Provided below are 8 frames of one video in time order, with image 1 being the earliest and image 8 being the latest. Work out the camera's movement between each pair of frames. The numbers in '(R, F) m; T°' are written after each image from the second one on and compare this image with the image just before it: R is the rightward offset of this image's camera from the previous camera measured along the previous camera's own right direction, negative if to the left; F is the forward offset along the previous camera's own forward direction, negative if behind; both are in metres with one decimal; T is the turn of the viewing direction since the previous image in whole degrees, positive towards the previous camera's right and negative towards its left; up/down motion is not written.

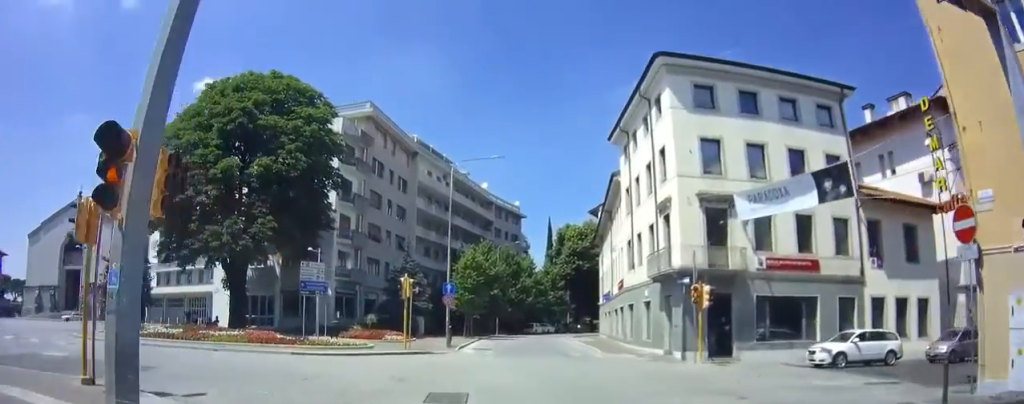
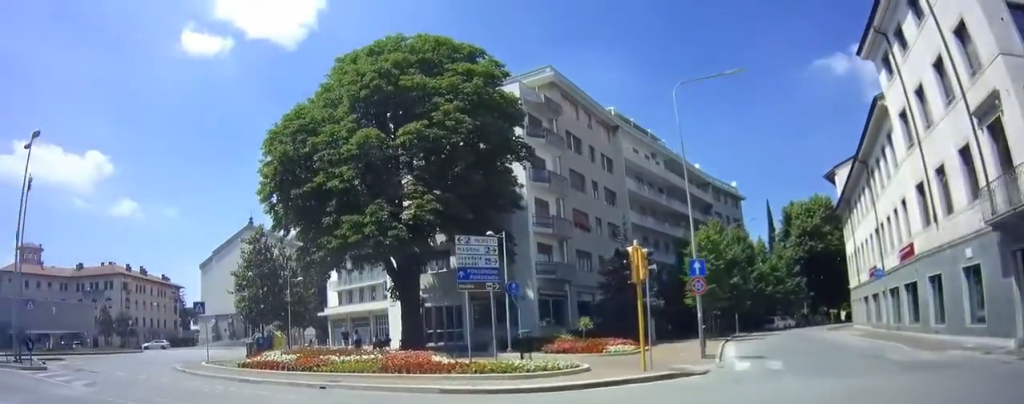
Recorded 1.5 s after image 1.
(-1.3, +10.6) m; -30°
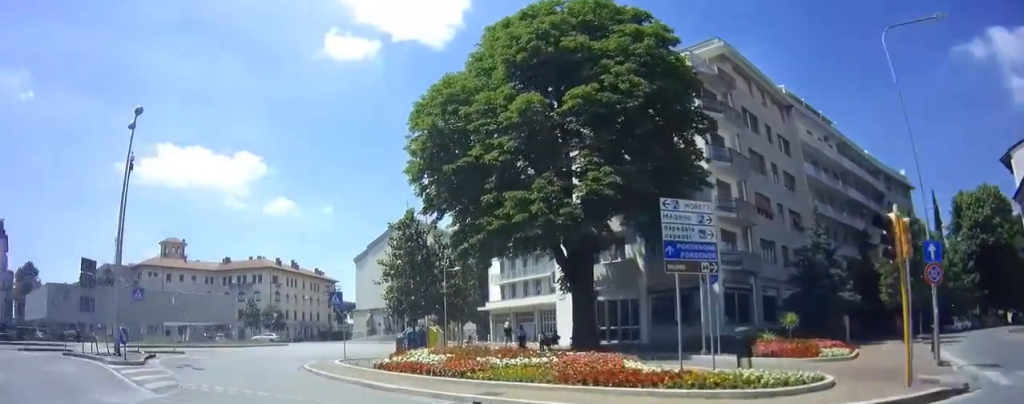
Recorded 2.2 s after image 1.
(-1.4, +3.7) m; -17°
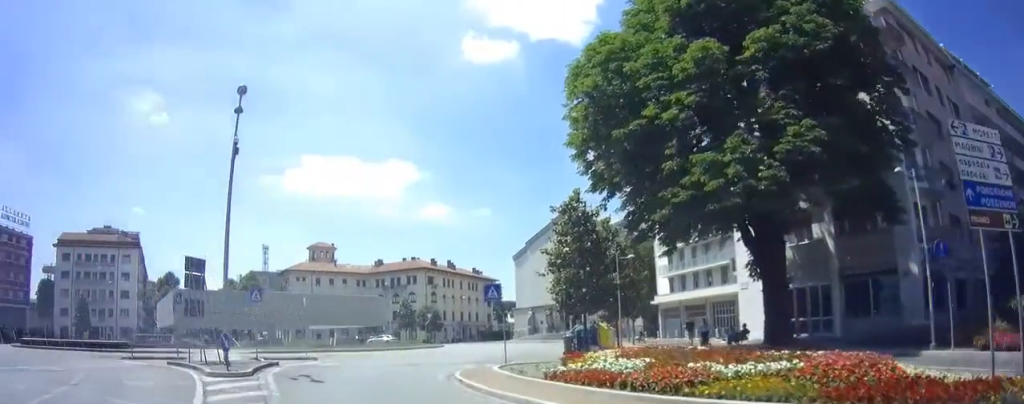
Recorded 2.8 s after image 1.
(-0.1, +3.6) m; -5°
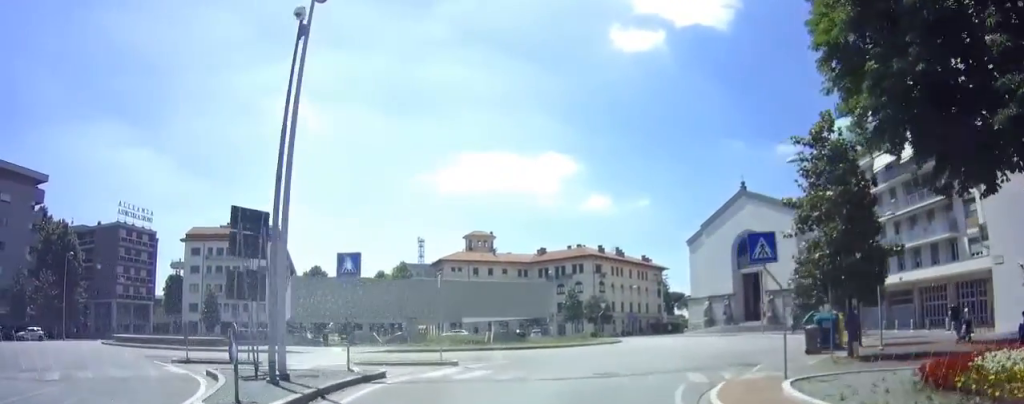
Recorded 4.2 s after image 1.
(-0.4, +7.7) m; -13°
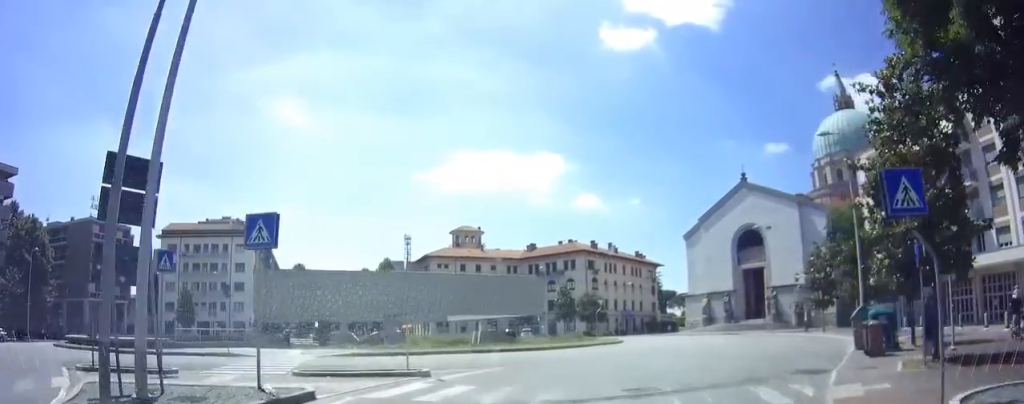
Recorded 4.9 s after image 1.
(-0.6, +4.5) m; -1°
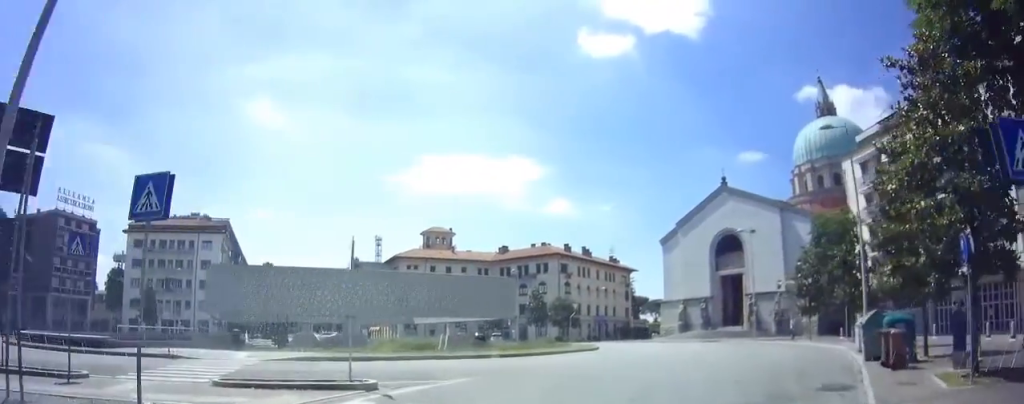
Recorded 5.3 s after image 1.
(-0.2, +2.4) m; +1°
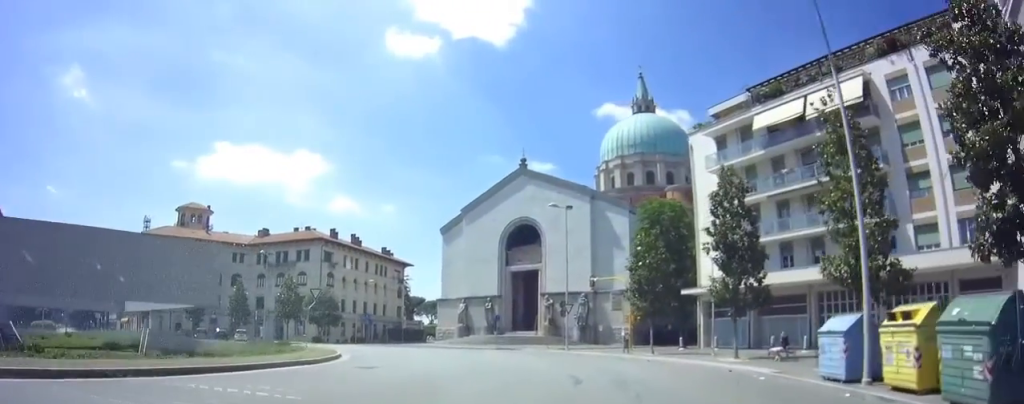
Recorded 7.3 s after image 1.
(+1.6, +12.4) m; +13°
